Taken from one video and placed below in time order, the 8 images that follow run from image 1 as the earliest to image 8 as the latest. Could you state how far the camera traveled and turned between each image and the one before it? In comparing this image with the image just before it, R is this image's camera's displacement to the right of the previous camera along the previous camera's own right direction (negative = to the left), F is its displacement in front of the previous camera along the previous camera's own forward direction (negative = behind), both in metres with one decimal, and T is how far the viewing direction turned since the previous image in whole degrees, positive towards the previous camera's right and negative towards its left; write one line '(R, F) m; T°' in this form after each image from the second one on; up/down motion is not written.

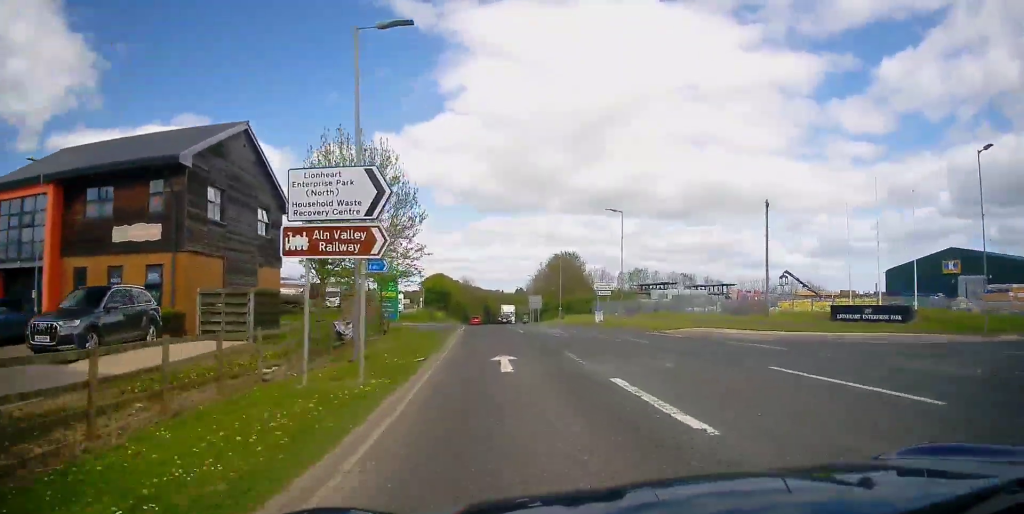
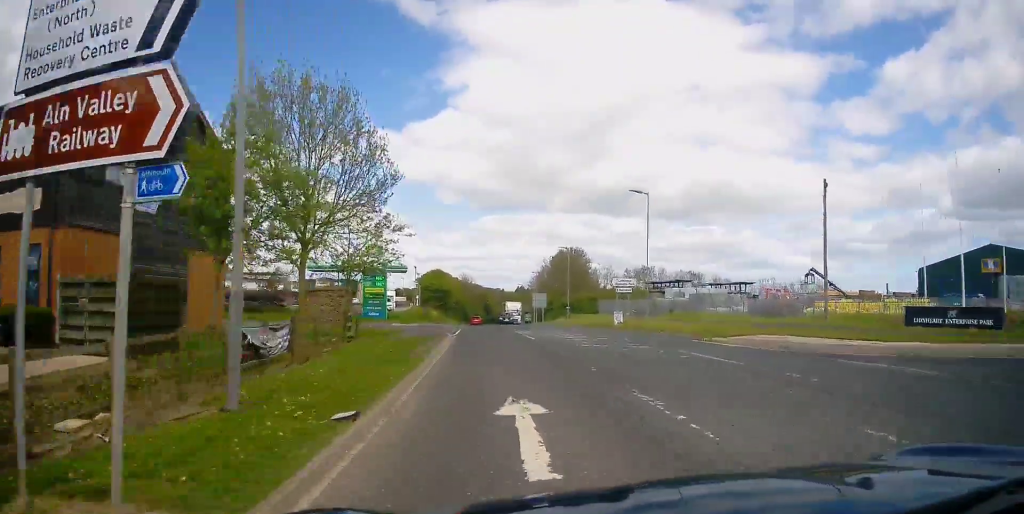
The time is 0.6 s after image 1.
(-0.1, +7.2) m; 0°
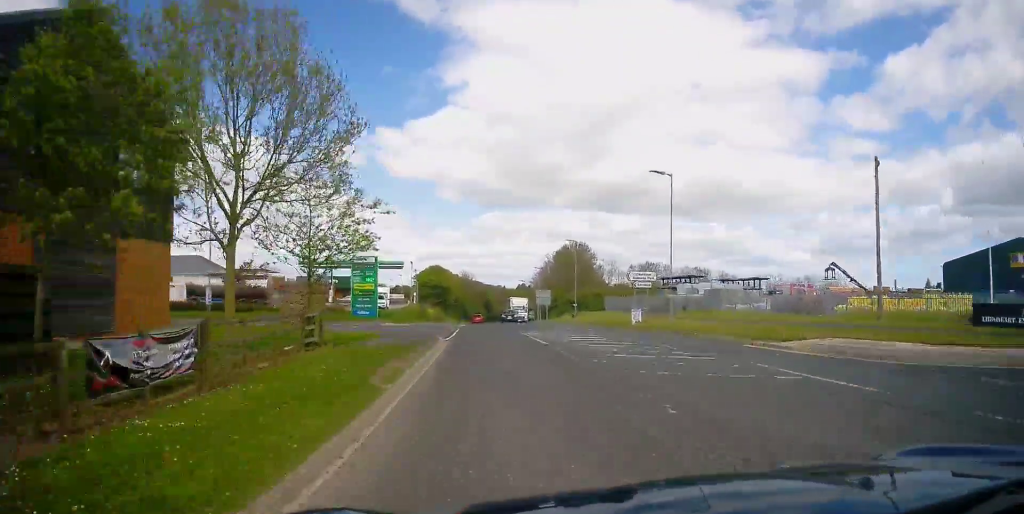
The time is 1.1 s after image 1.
(-0.1, +4.9) m; 0°
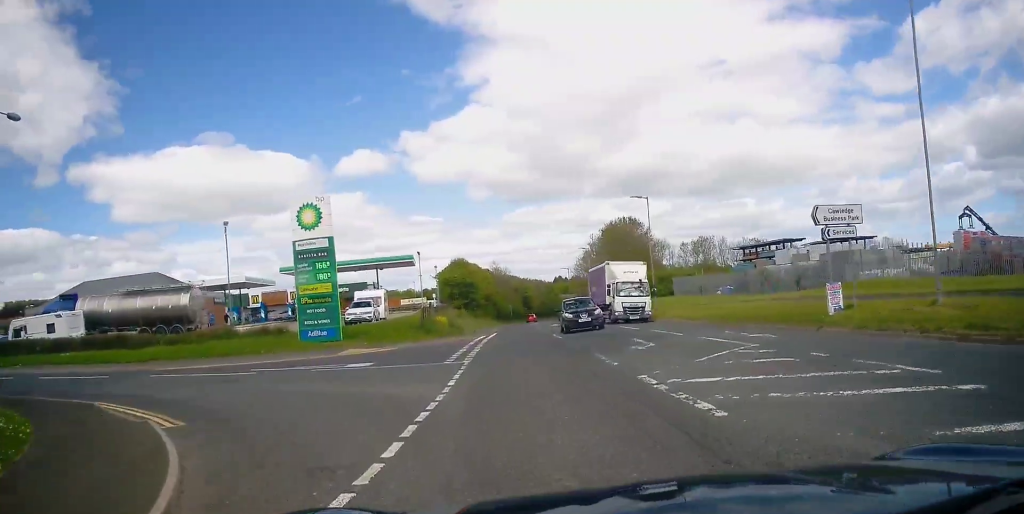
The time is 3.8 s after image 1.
(+0.5, +25.2) m; +2°
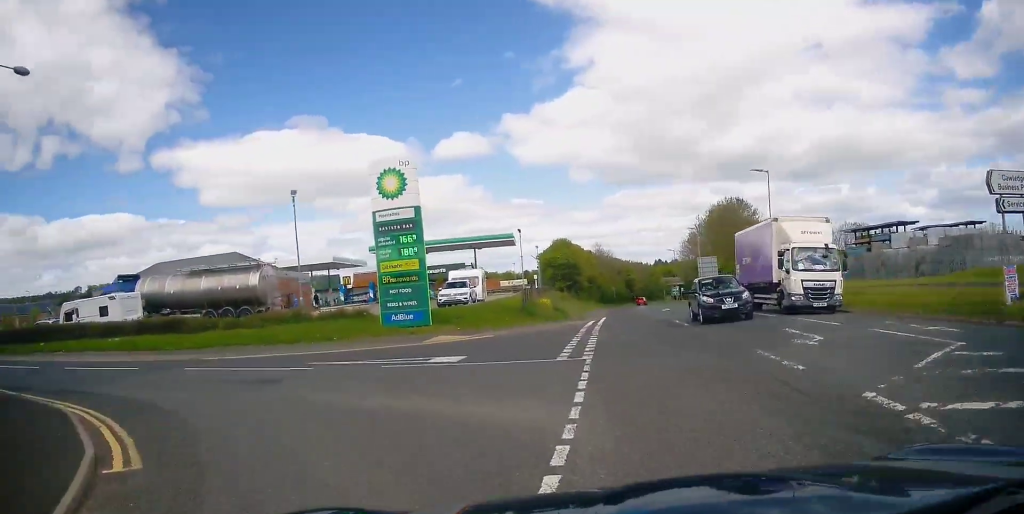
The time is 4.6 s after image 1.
(0.0, +4.7) m; -3°
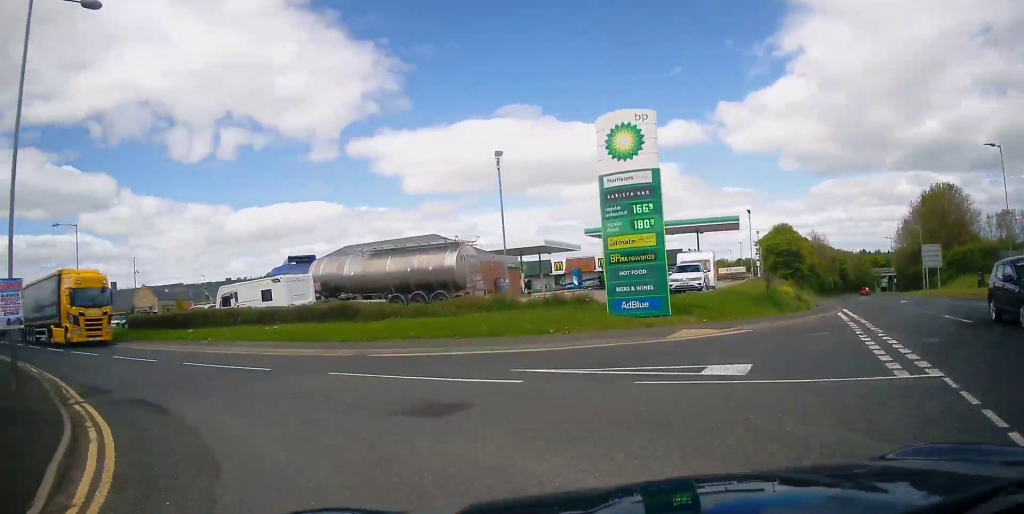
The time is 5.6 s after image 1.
(-0.3, +4.9) m; -14°
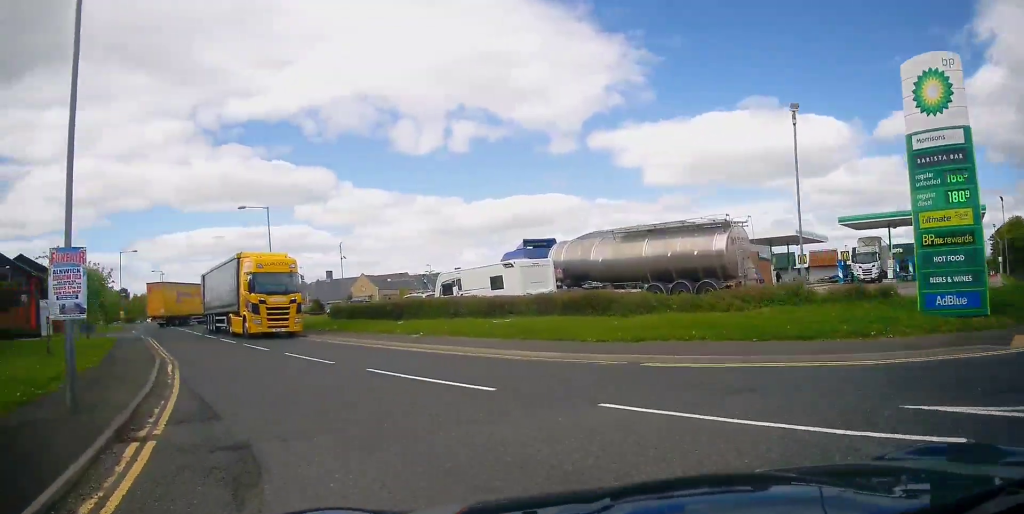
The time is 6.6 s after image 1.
(-0.8, +4.5) m; -22°
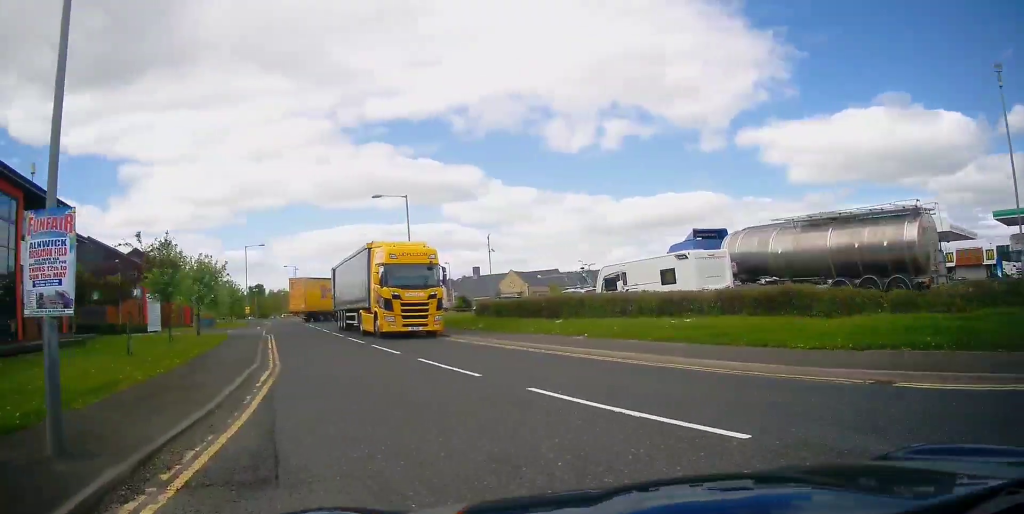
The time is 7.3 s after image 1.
(-0.5, +3.3) m; -14°
